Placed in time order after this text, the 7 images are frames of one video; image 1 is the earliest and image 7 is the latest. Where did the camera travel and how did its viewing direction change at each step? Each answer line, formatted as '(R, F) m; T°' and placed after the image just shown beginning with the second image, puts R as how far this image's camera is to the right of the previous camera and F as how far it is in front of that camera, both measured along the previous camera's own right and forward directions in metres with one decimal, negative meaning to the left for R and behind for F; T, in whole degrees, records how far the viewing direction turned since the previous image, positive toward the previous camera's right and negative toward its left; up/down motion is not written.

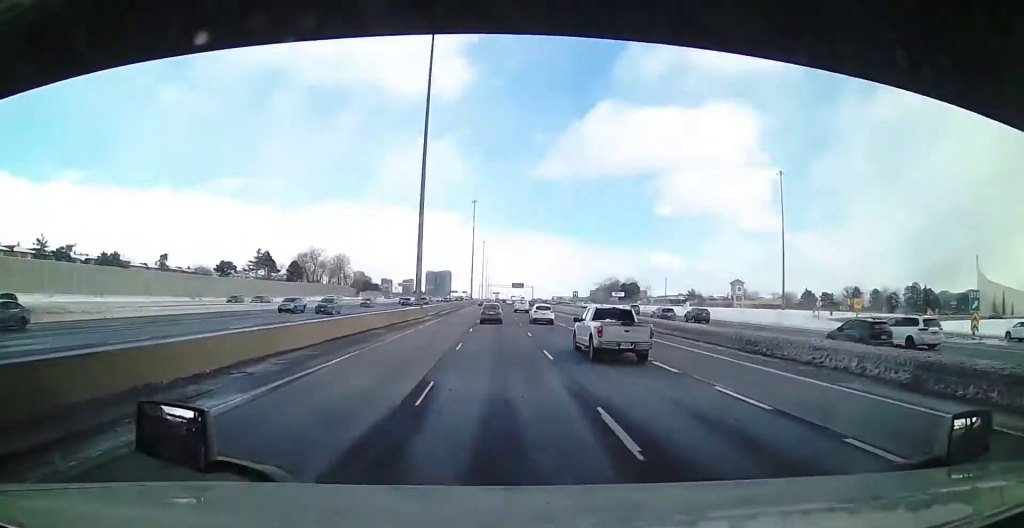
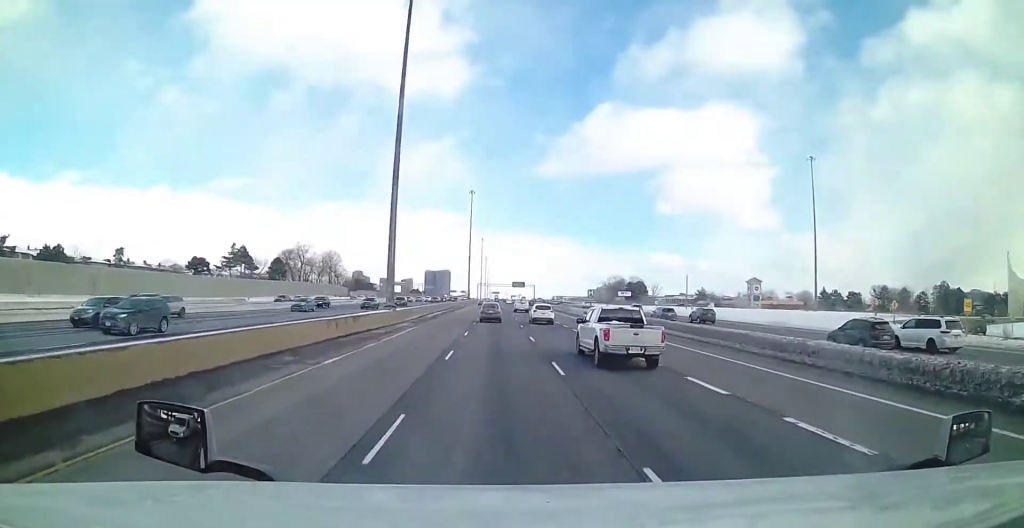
(-0.1, +16.4) m; 0°
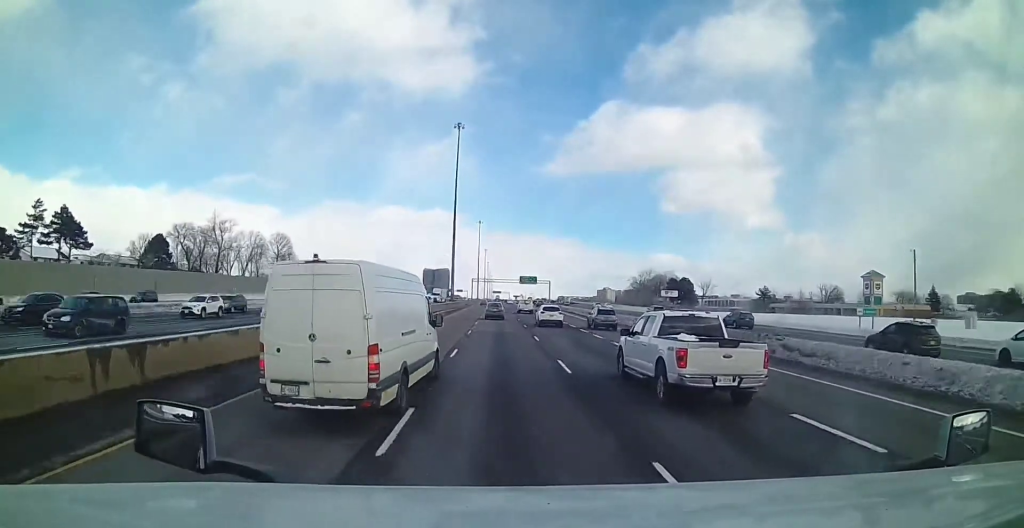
(+0.1, +73.6) m; 0°
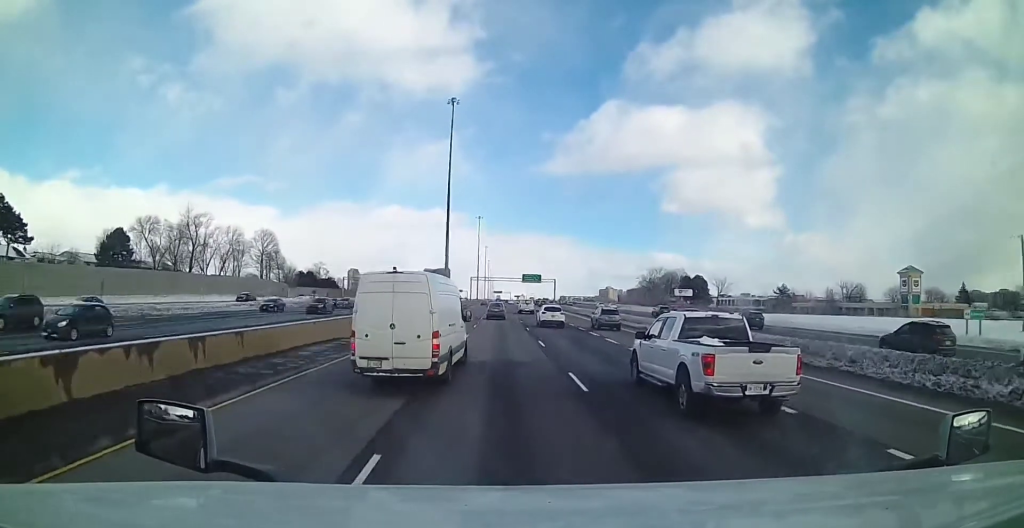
(0.0, +16.4) m; 0°
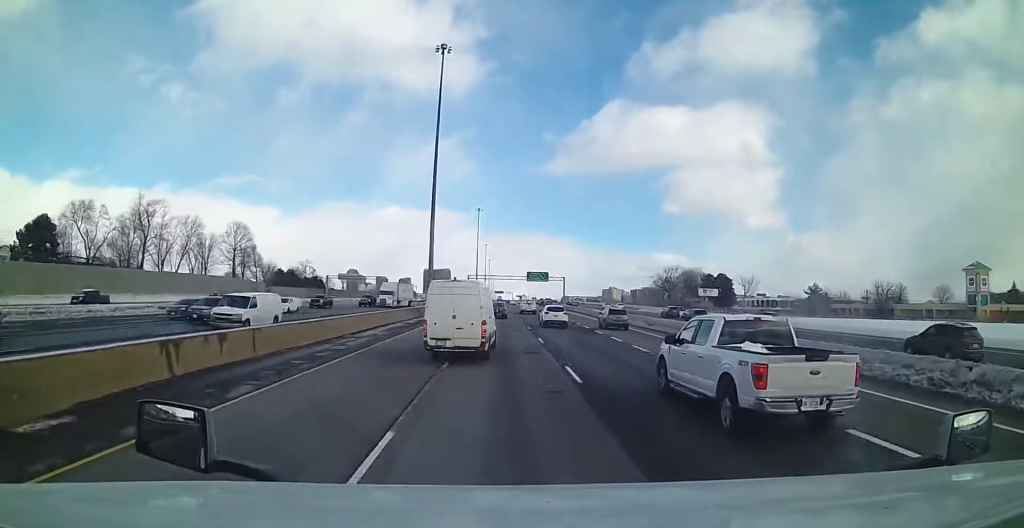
(+0.1, +23.1) m; 0°
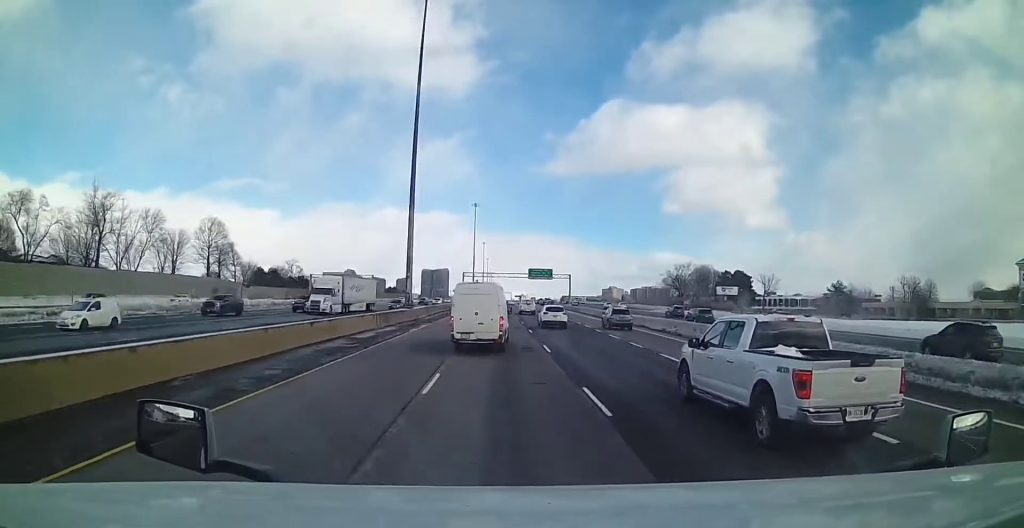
(0.0, +16.3) m; 0°
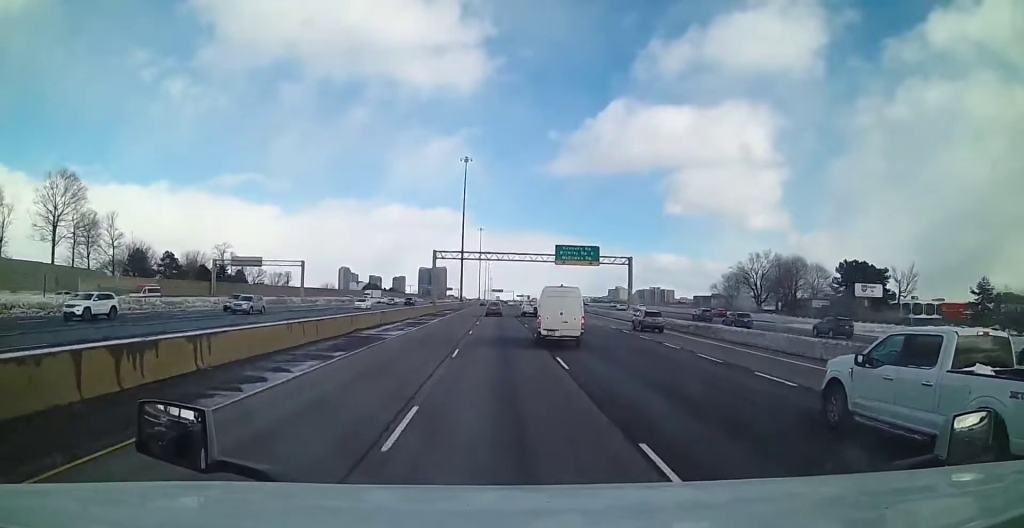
(-0.1, +66.2) m; 0°
